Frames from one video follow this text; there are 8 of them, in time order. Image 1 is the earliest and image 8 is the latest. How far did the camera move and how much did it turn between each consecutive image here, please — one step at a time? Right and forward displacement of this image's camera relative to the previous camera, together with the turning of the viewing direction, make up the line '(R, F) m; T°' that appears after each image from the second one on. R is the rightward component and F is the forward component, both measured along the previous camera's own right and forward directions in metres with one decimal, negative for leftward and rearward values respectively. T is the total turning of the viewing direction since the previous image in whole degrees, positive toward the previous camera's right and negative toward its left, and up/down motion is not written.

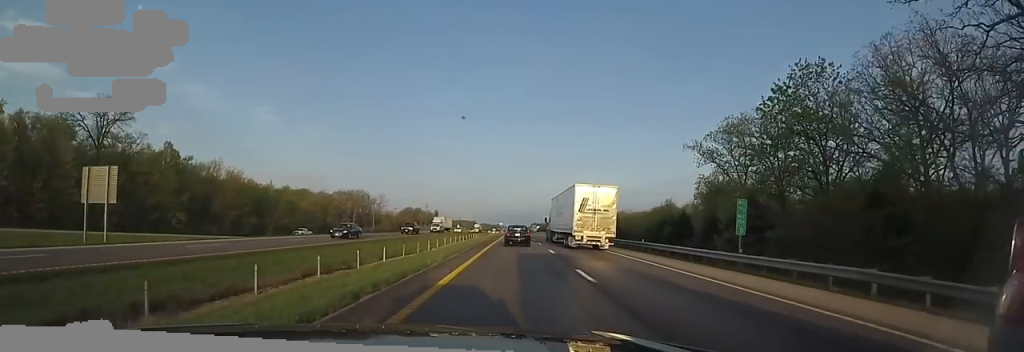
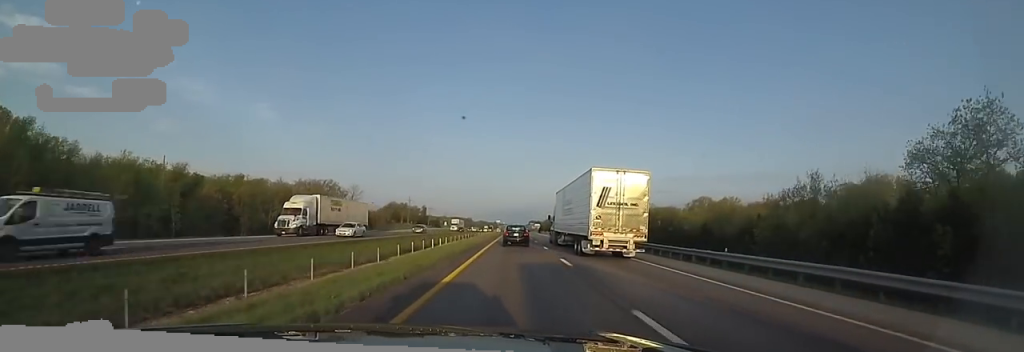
(+0.6, +43.6) m; 0°
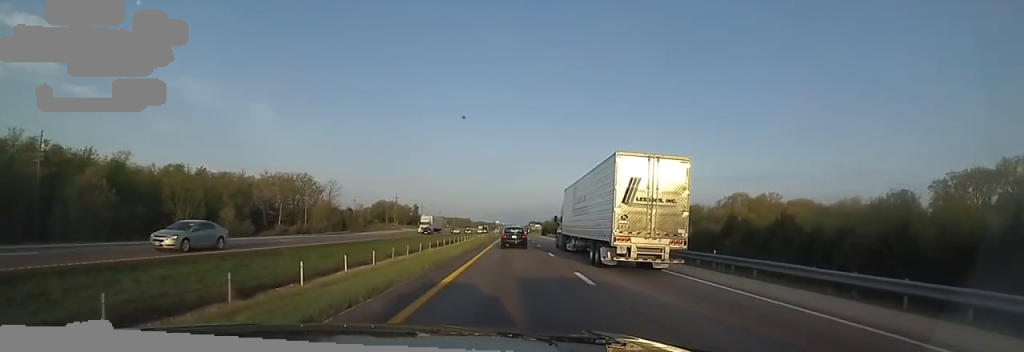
(-0.4, +29.4) m; 0°
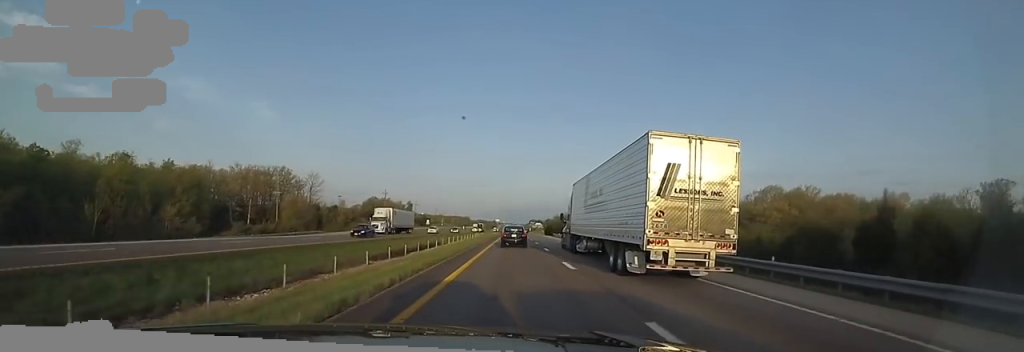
(-0.4, +20.2) m; 0°
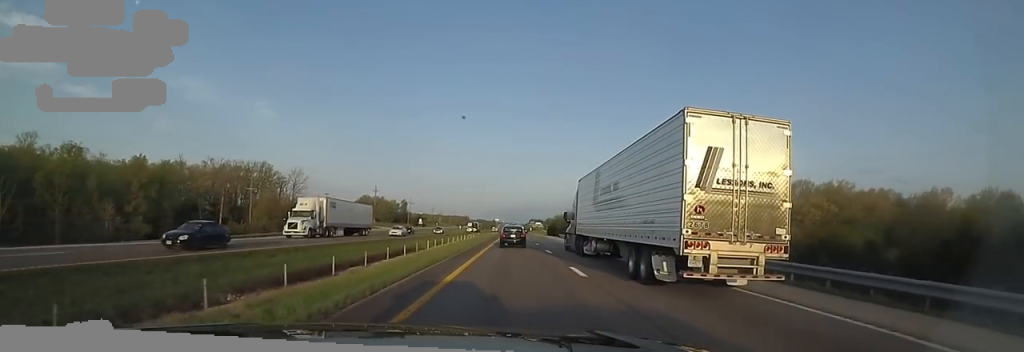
(+0.4, +14.2) m; 0°
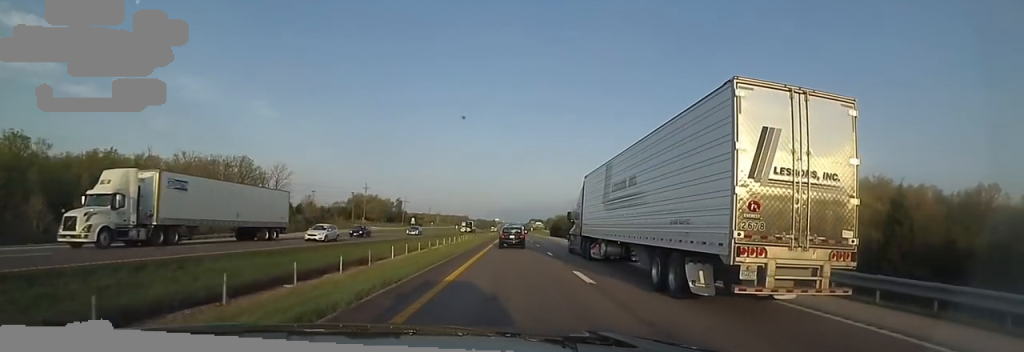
(+0.3, +14.2) m; 0°
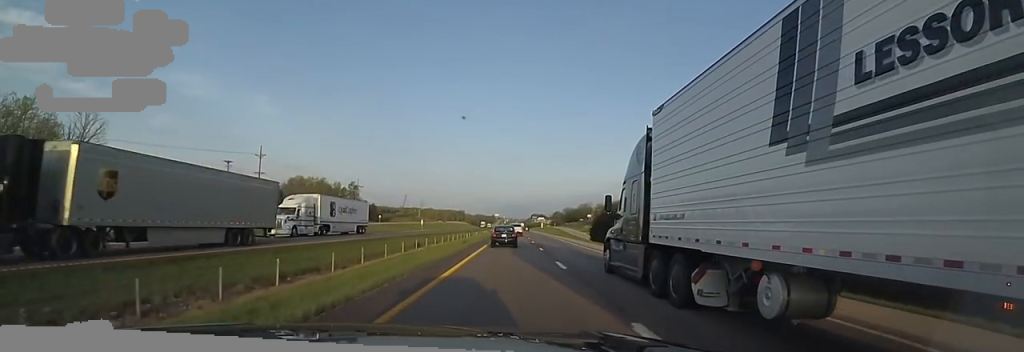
(+0.2, +79.8) m; -1°
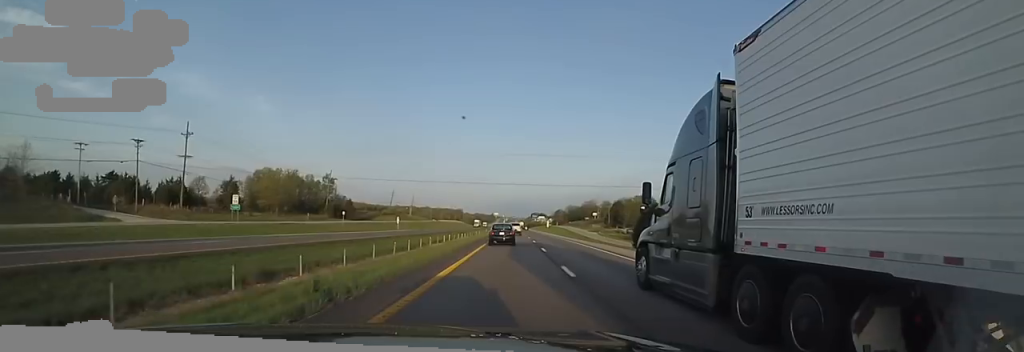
(-0.8, +27.2) m; 0°
